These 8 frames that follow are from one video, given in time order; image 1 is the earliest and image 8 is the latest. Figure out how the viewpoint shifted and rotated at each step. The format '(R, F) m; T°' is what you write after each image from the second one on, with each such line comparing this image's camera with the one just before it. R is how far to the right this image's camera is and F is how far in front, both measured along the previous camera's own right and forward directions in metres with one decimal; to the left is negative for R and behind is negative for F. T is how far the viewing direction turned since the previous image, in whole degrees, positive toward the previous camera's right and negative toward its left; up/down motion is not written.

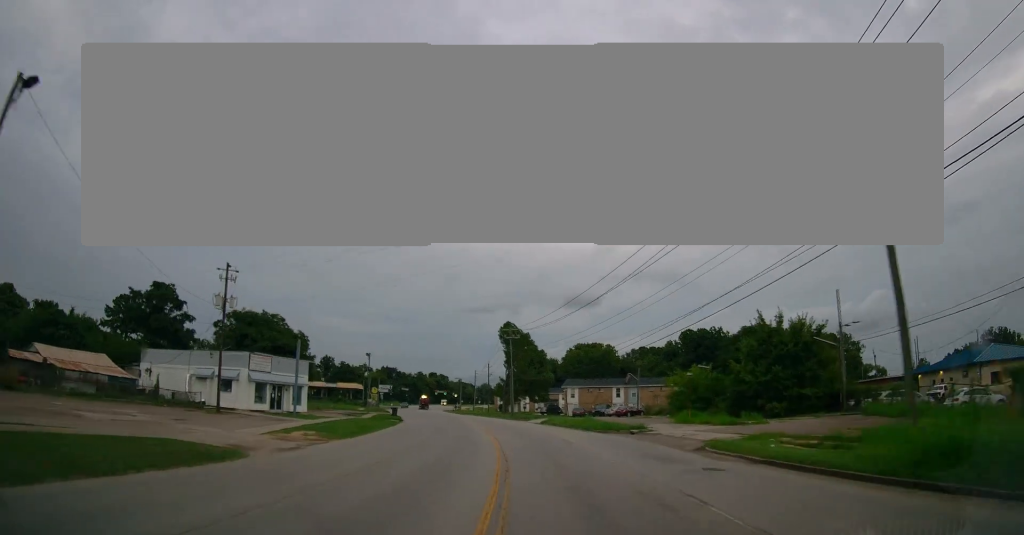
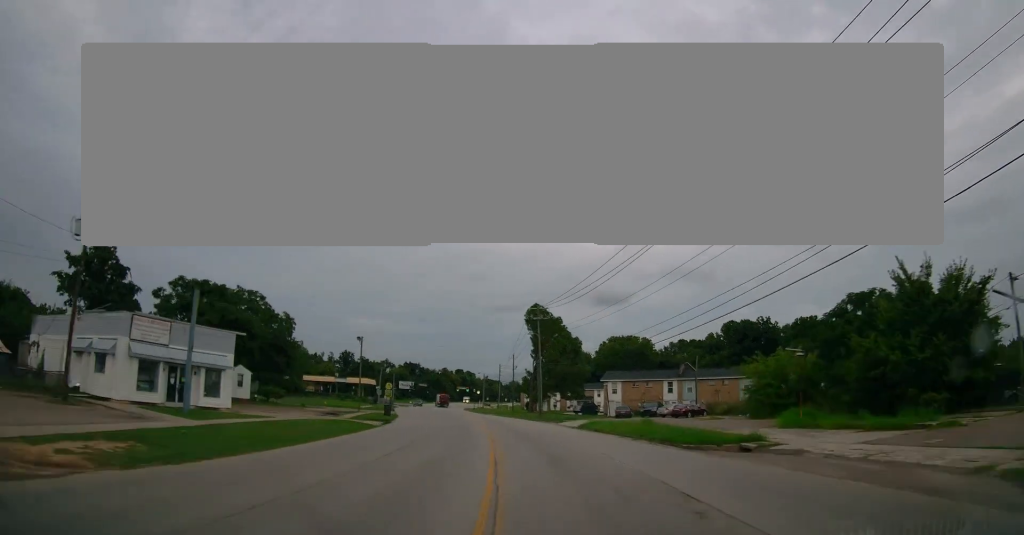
(-0.3, +16.5) m; -4°
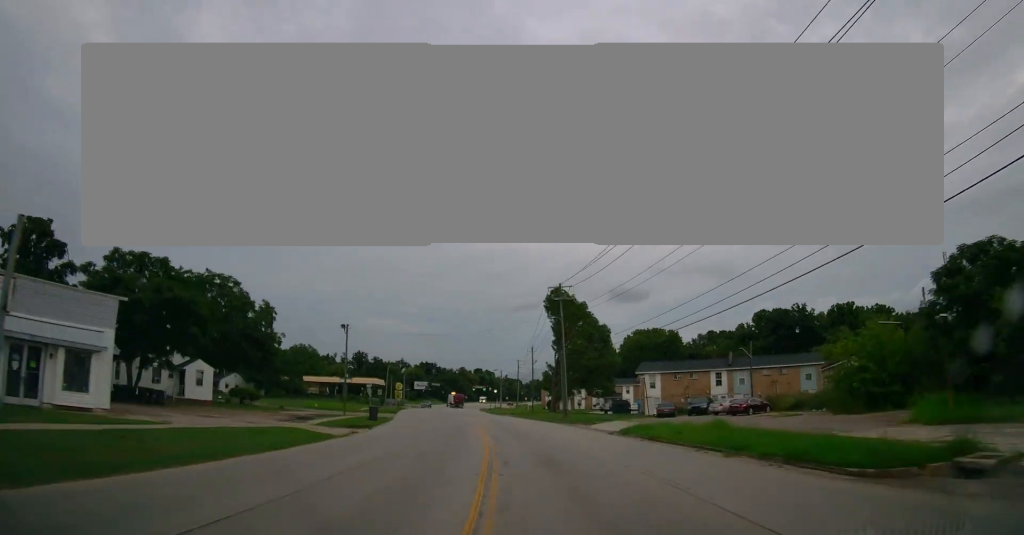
(-0.5, +11.6) m; -2°
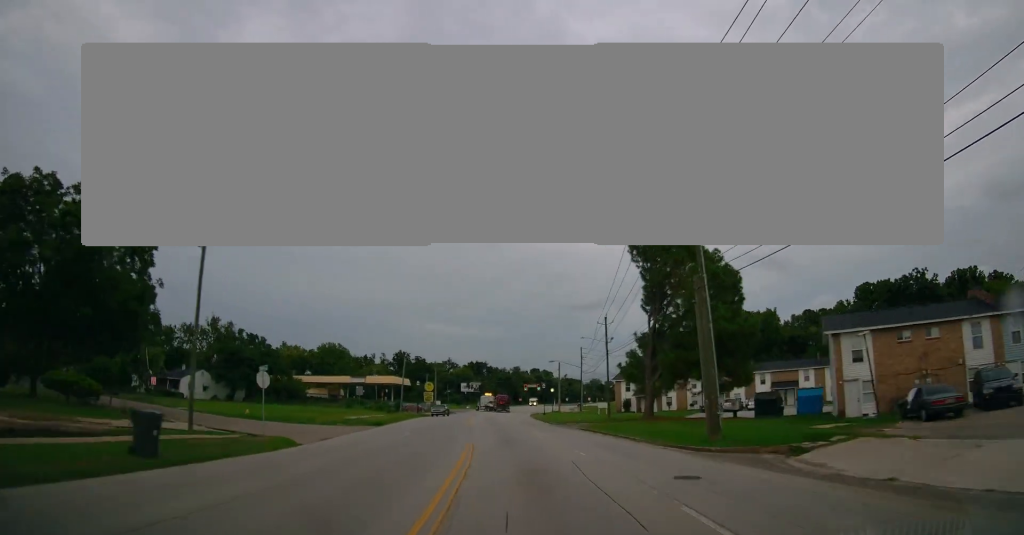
(-1.6, +31.6) m; -5°
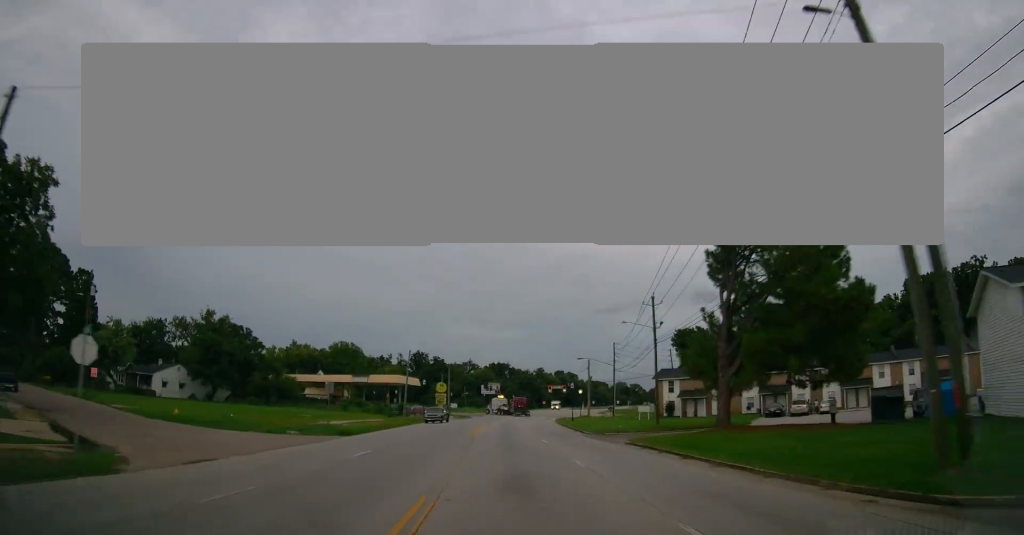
(-0.2, +12.6) m; -2°
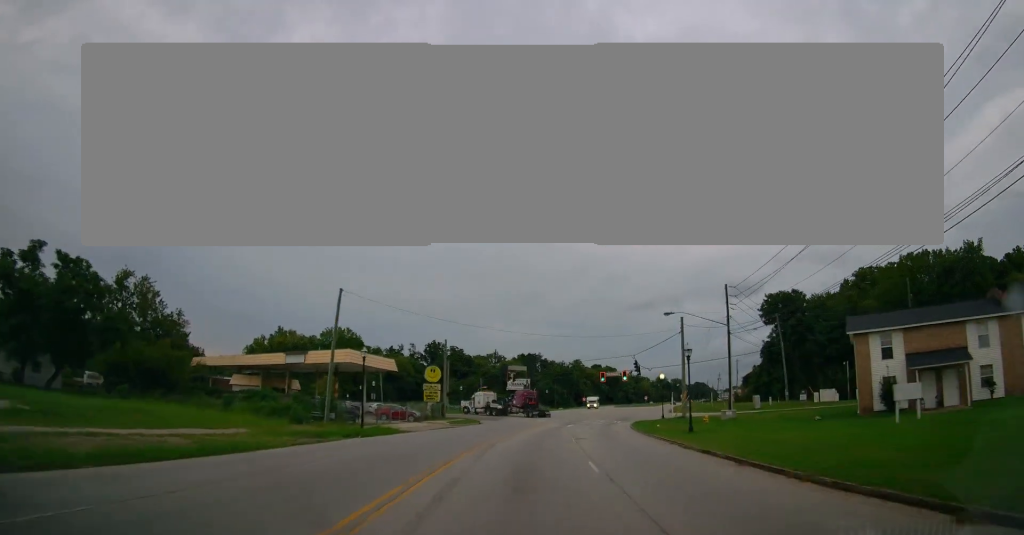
(-2.1, +38.7) m; -5°
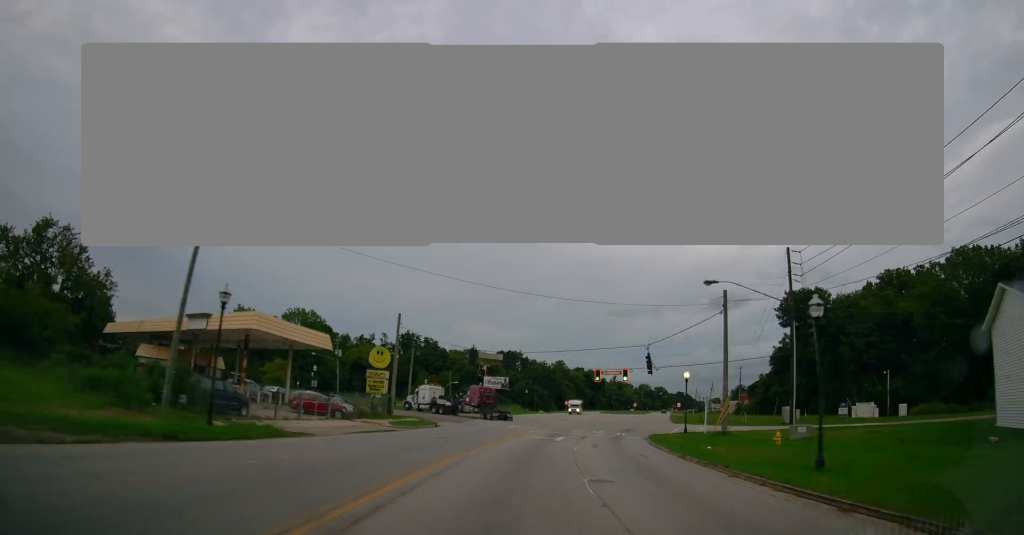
(-0.2, +15.3) m; 0°
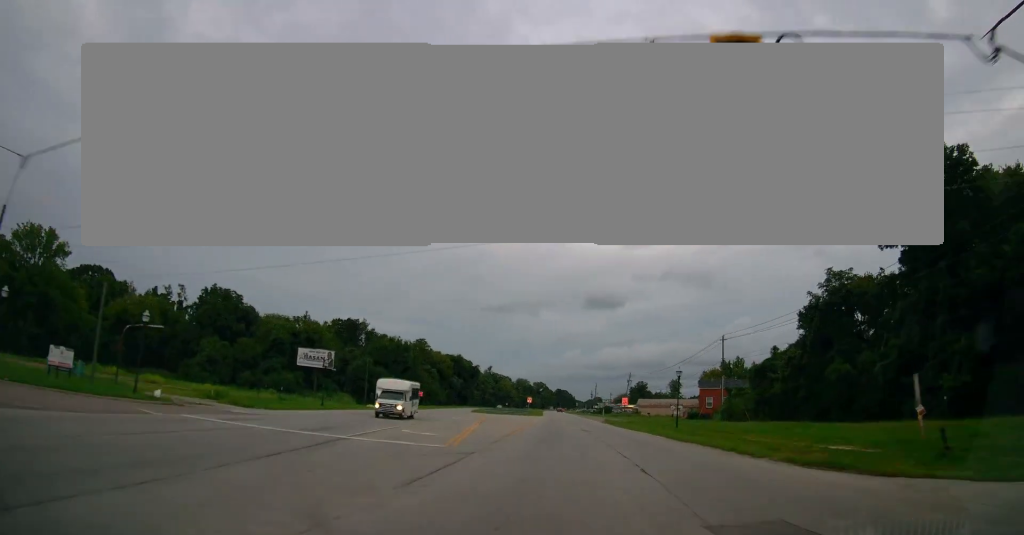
(+4.5, +56.5) m; +11°
